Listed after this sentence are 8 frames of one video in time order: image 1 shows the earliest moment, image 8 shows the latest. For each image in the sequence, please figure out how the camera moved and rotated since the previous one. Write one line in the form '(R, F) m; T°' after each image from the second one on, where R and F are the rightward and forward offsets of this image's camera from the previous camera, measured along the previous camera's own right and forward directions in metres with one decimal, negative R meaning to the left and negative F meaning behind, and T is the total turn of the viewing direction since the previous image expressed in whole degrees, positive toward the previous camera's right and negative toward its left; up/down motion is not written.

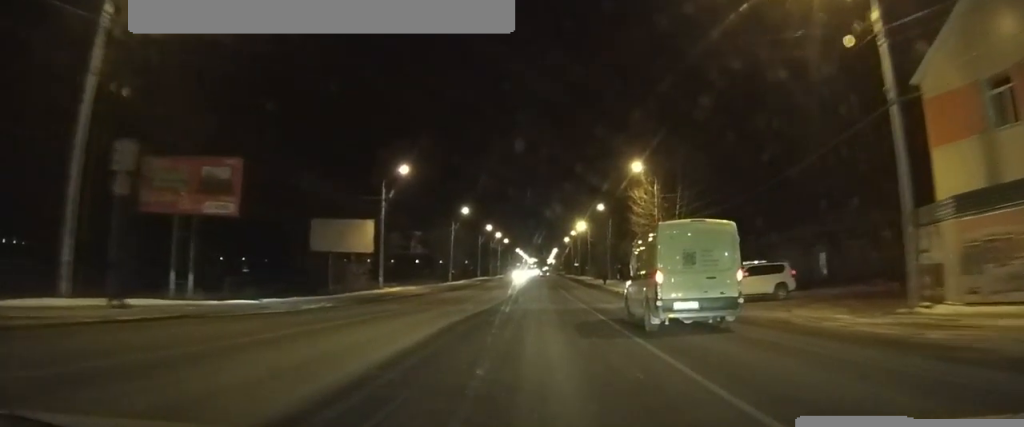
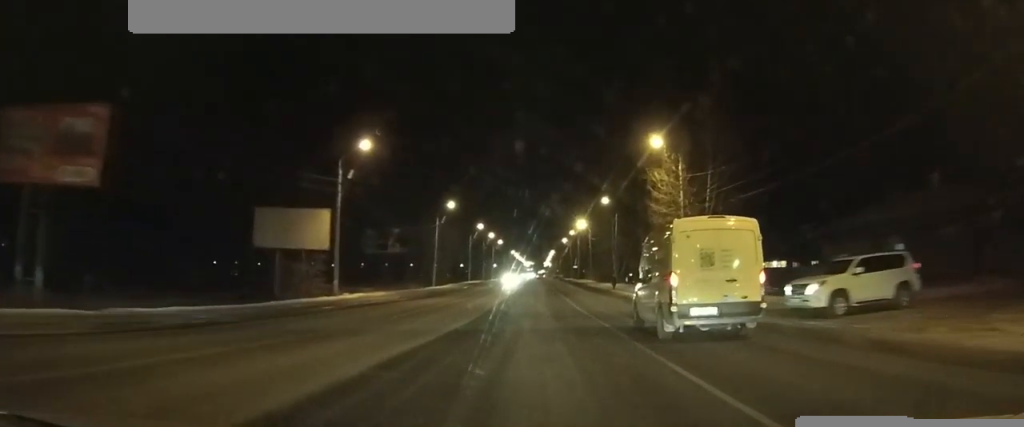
(+0.1, +9.4) m; 0°
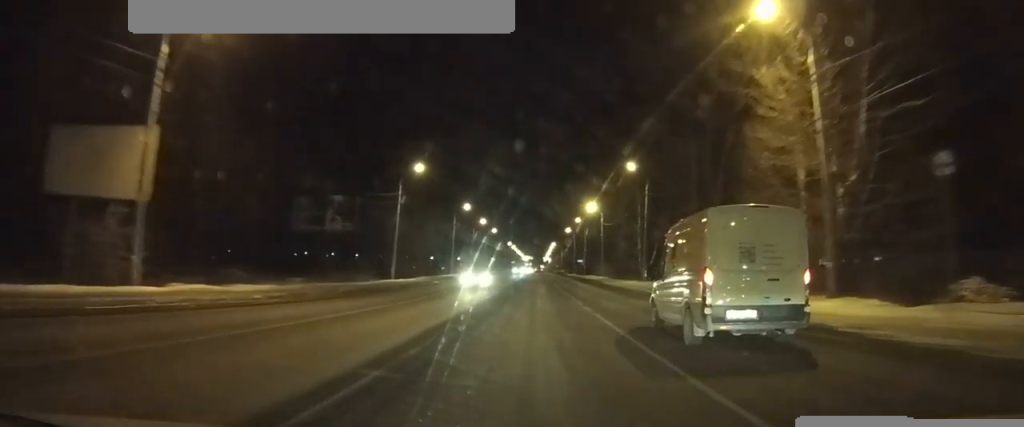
(0.0, +19.3) m; +1°
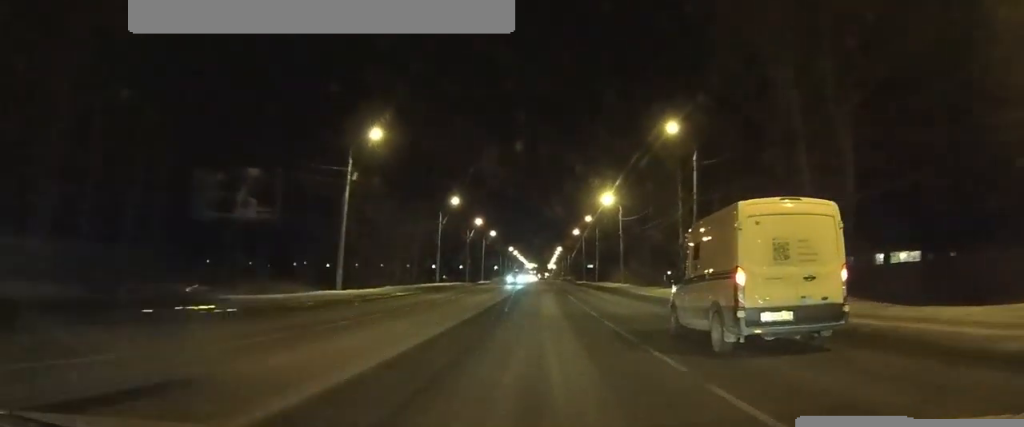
(+0.3, +15.2) m; +1°
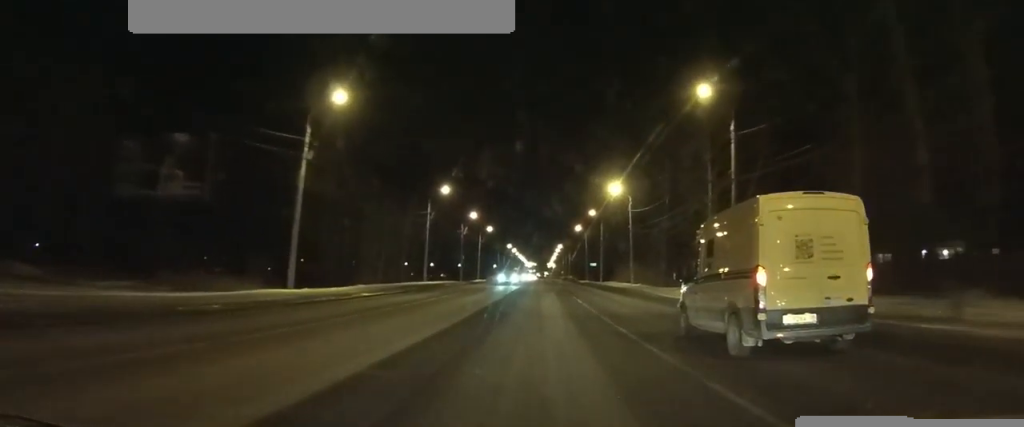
(0.0, +7.4) m; 0°
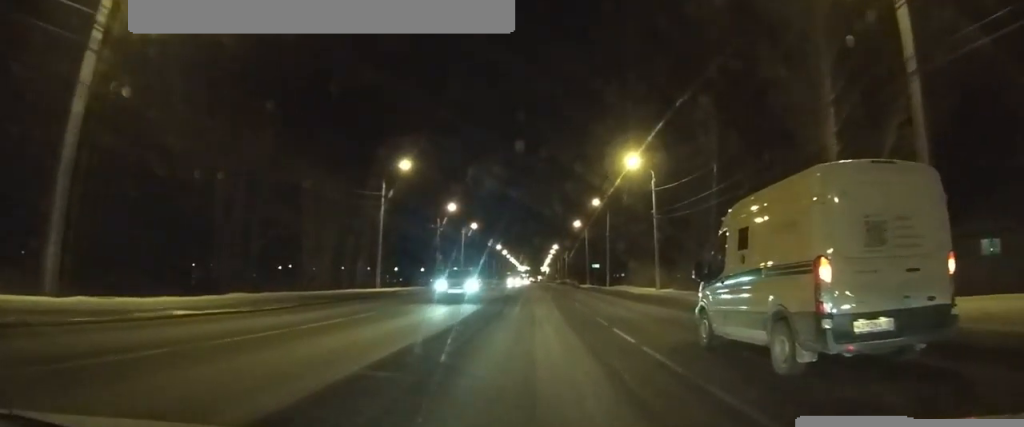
(0.0, +16.0) m; 0°
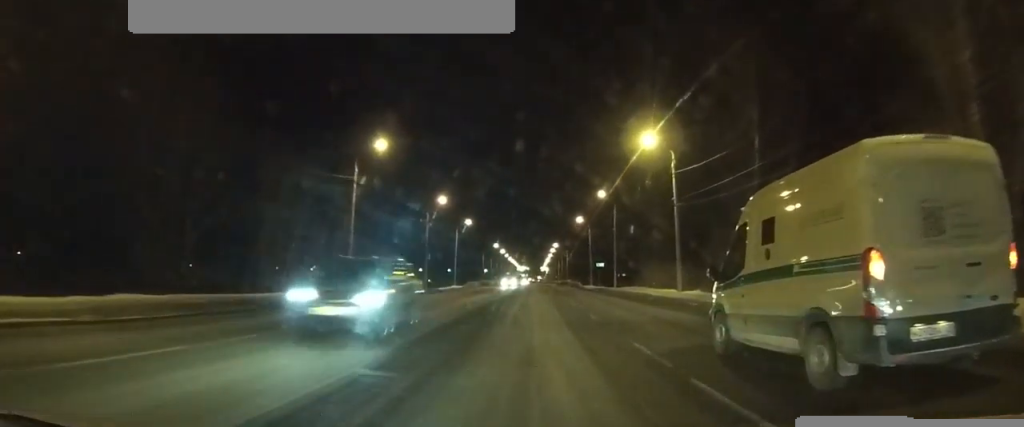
(0.0, +7.3) m; 0°
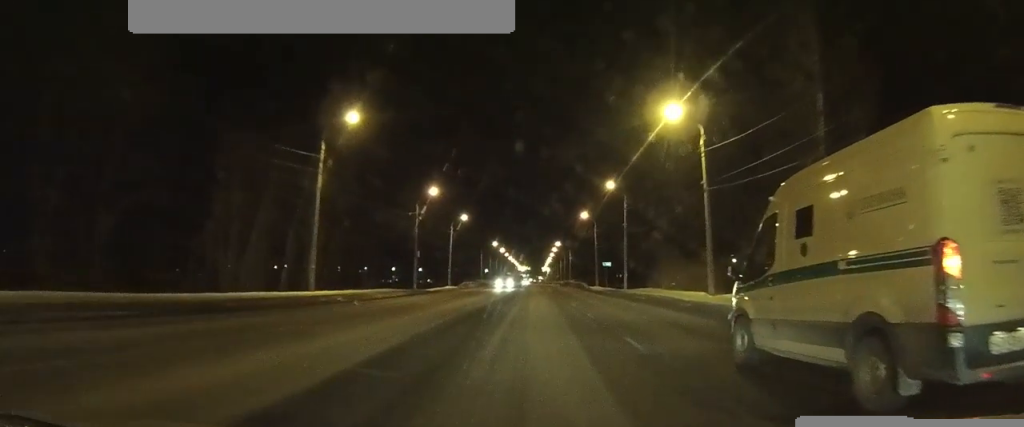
(0.0, +6.8) m; 0°
